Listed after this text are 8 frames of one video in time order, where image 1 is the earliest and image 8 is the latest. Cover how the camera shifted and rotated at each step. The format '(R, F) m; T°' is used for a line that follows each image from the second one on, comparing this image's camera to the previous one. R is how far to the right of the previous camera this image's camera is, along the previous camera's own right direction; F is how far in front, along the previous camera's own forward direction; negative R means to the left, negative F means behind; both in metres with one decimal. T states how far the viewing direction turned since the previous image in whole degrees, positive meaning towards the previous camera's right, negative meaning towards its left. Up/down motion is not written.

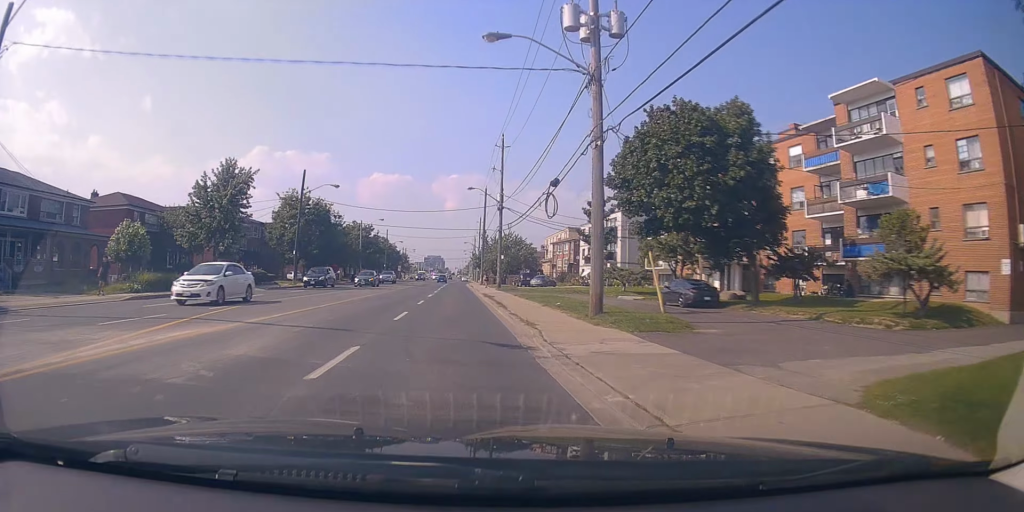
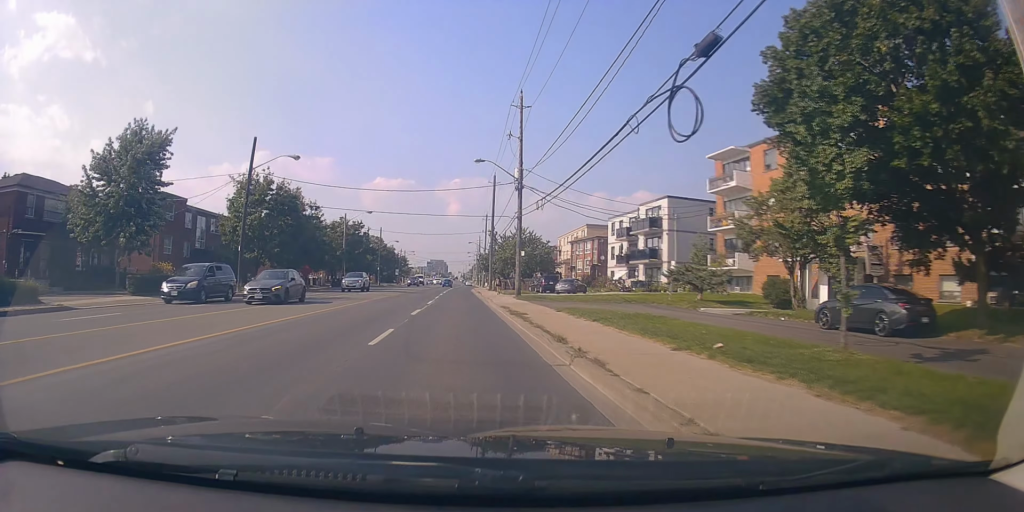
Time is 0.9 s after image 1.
(+0.1, +14.3) m; 0°
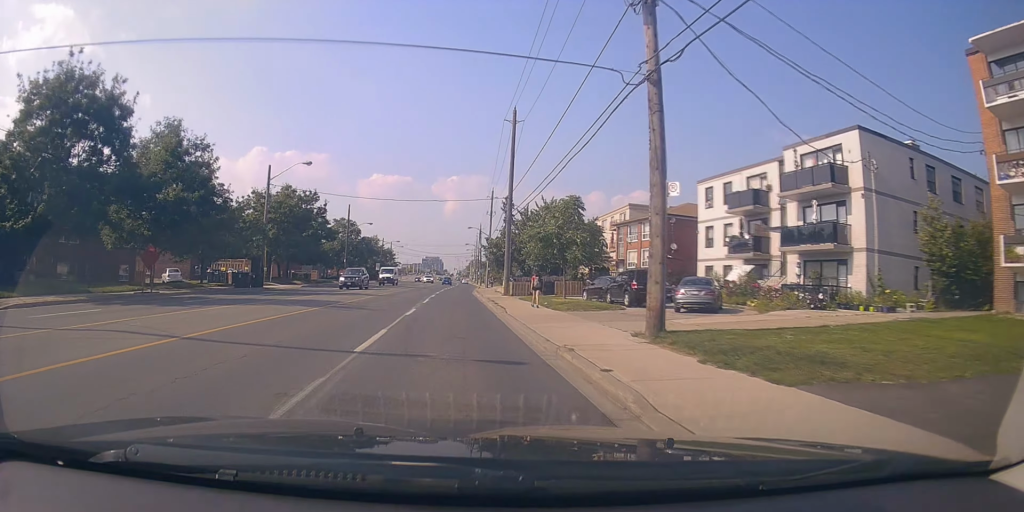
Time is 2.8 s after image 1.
(-0.2, +28.0) m; -1°
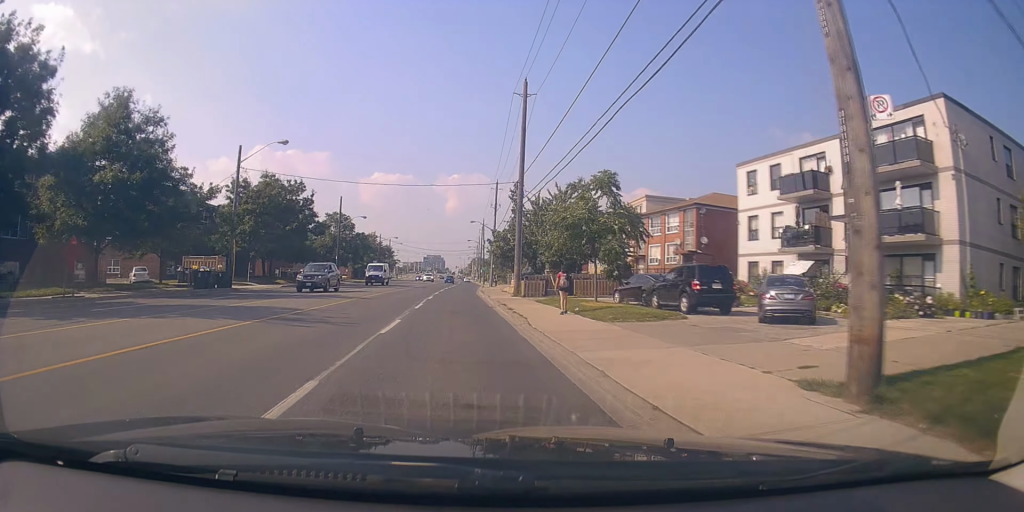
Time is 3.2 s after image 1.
(0.0, +6.4) m; 0°
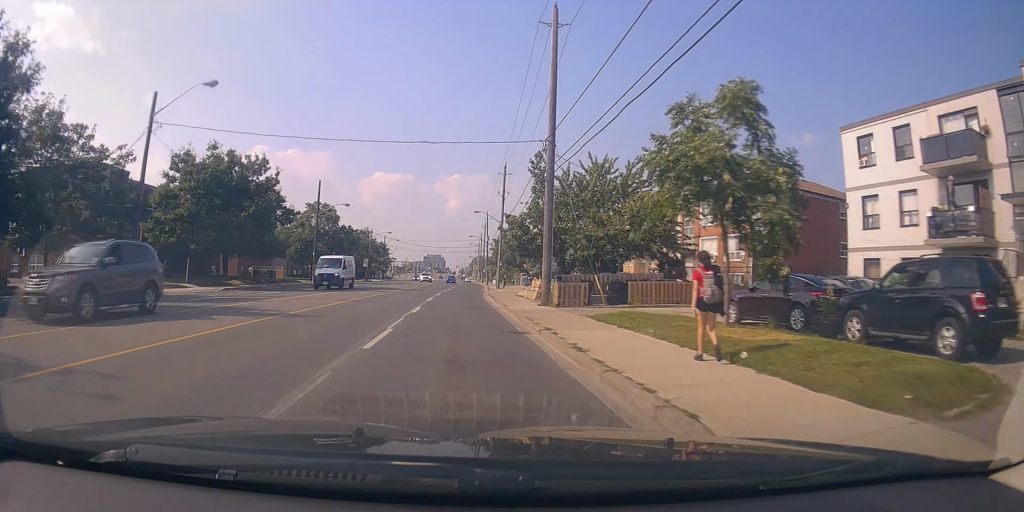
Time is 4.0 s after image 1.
(0.0, +11.6) m; 0°
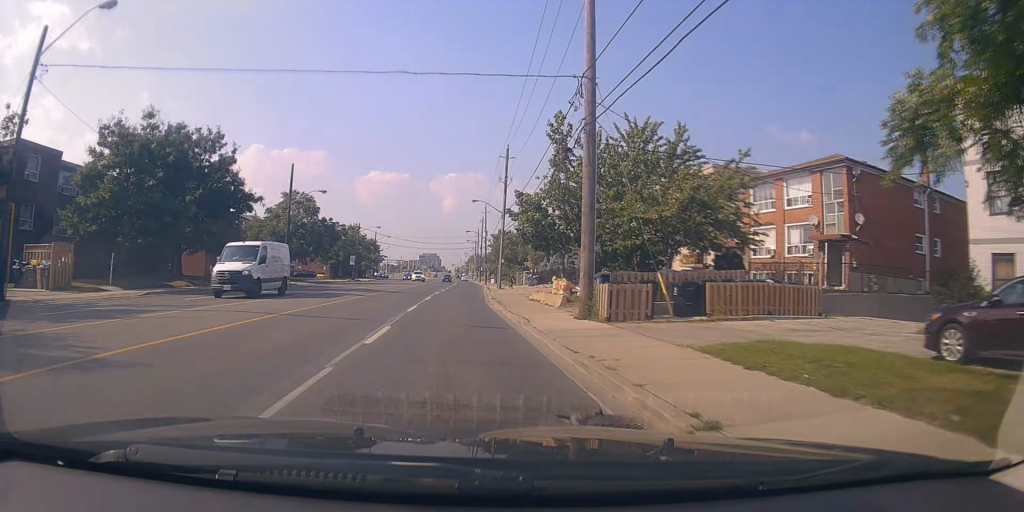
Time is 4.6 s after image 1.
(0.0, +8.6) m; 0°
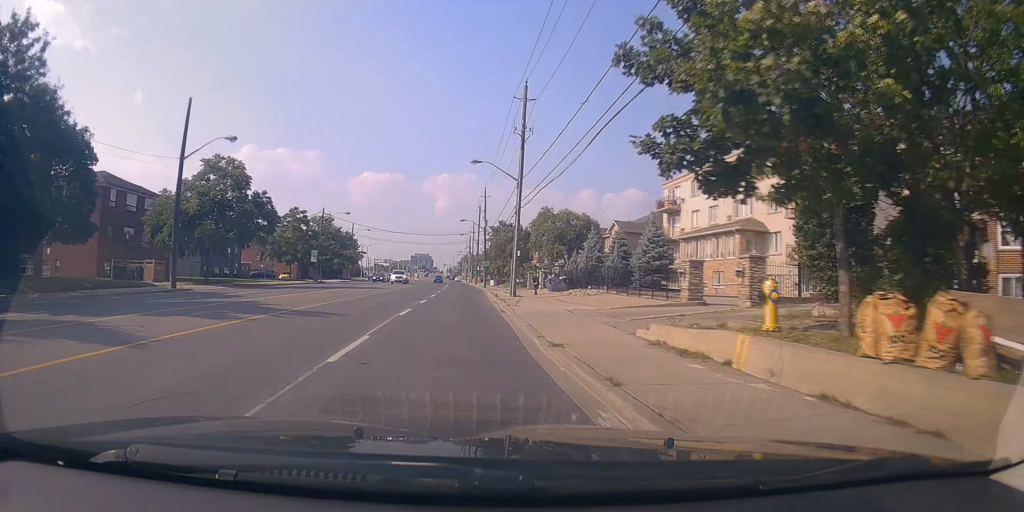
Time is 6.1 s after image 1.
(+0.3, +20.1) m; +2°
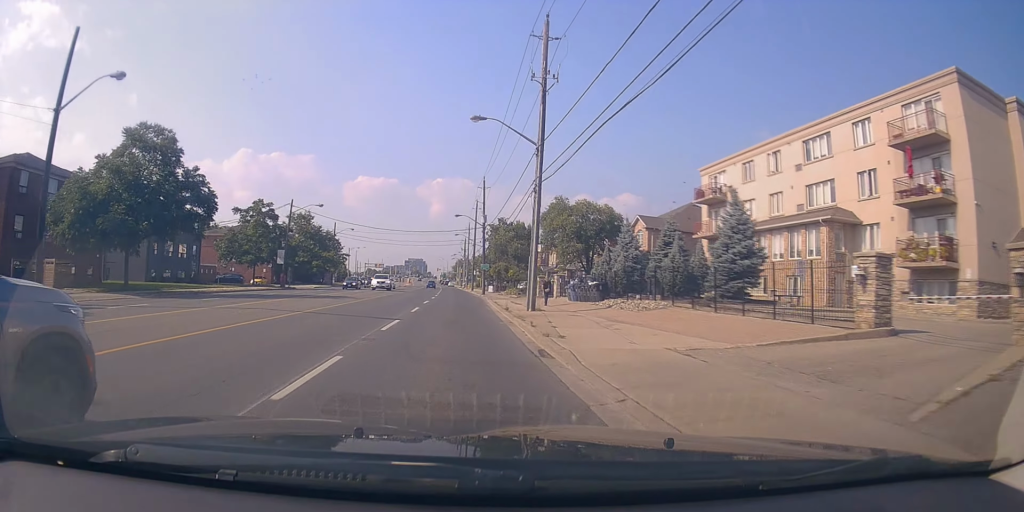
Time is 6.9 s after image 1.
(+0.1, +11.3) m; -1°
